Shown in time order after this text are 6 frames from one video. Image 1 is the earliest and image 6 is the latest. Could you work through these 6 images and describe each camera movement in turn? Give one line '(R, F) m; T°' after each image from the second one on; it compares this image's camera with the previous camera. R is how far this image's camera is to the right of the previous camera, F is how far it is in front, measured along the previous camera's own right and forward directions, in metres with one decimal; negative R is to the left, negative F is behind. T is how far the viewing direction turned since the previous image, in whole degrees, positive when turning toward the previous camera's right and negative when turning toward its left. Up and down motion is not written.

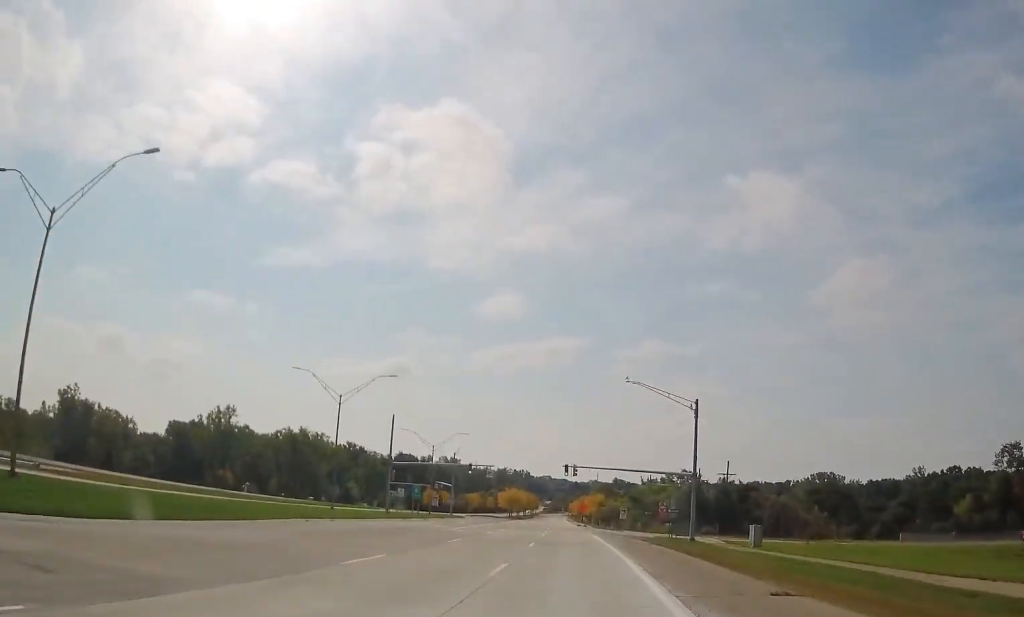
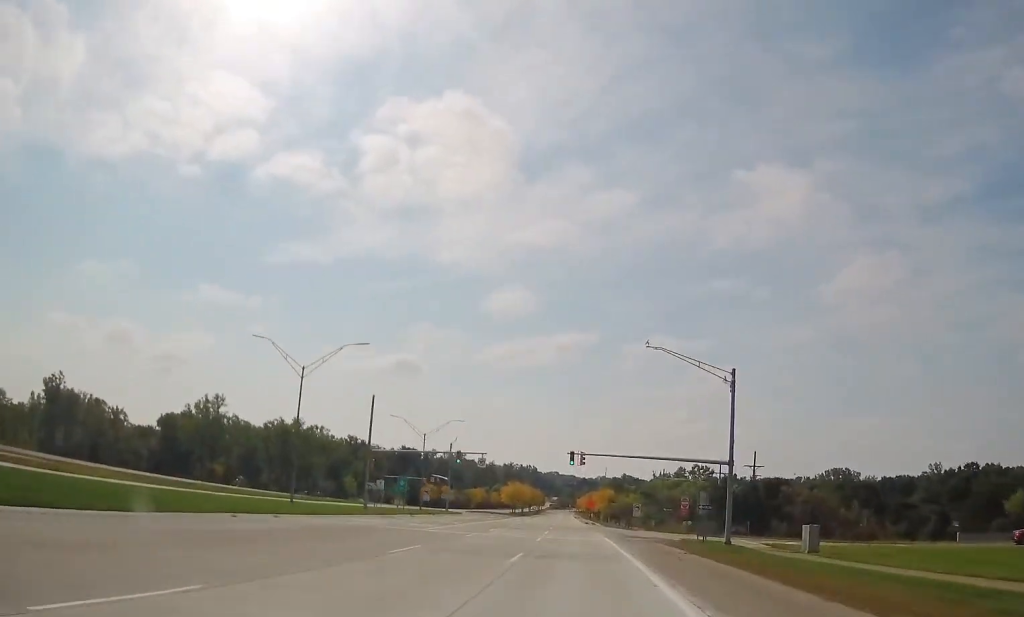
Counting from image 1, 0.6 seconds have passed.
(+0.2, +11.4) m; -1°
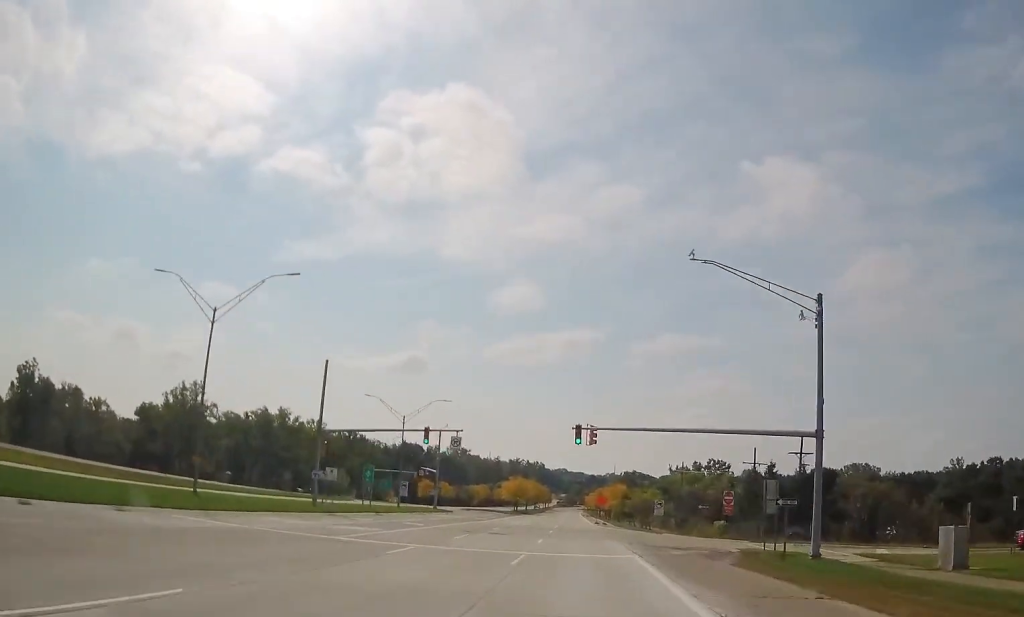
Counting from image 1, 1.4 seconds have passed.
(-0.6, +16.1) m; -1°
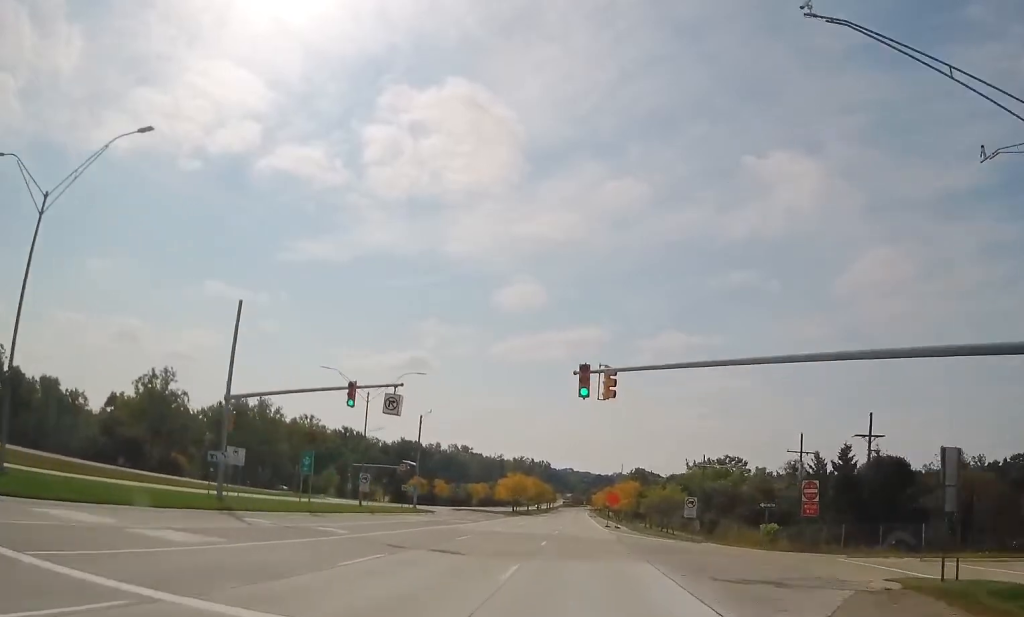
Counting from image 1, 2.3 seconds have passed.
(+0.1, +16.5) m; 0°
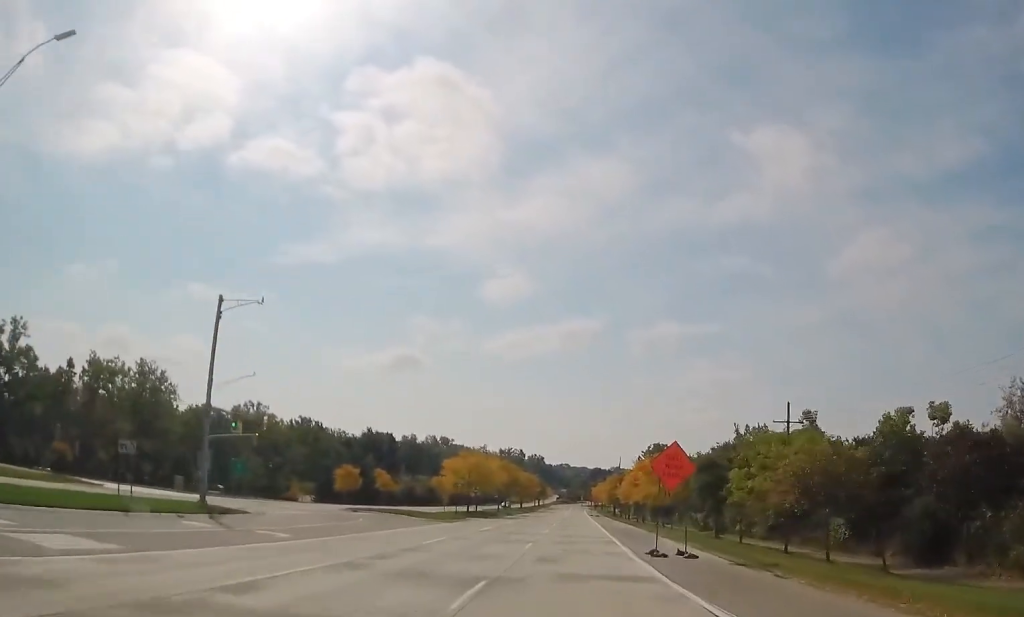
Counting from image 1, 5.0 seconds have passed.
(-0.4, +49.7) m; -1°
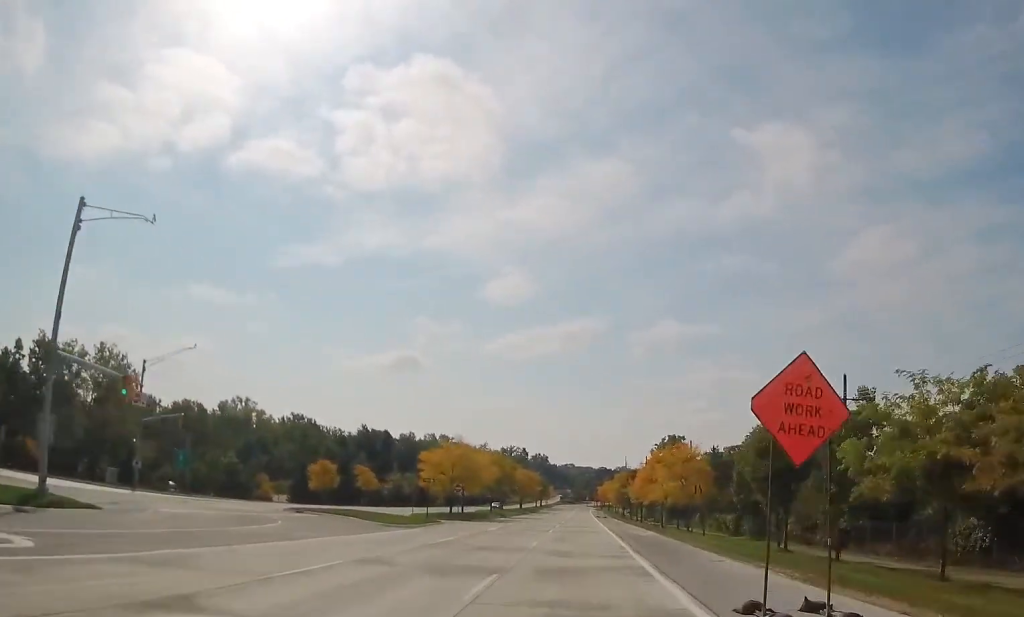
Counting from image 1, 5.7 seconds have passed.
(+0.2, +13.9) m; 0°
